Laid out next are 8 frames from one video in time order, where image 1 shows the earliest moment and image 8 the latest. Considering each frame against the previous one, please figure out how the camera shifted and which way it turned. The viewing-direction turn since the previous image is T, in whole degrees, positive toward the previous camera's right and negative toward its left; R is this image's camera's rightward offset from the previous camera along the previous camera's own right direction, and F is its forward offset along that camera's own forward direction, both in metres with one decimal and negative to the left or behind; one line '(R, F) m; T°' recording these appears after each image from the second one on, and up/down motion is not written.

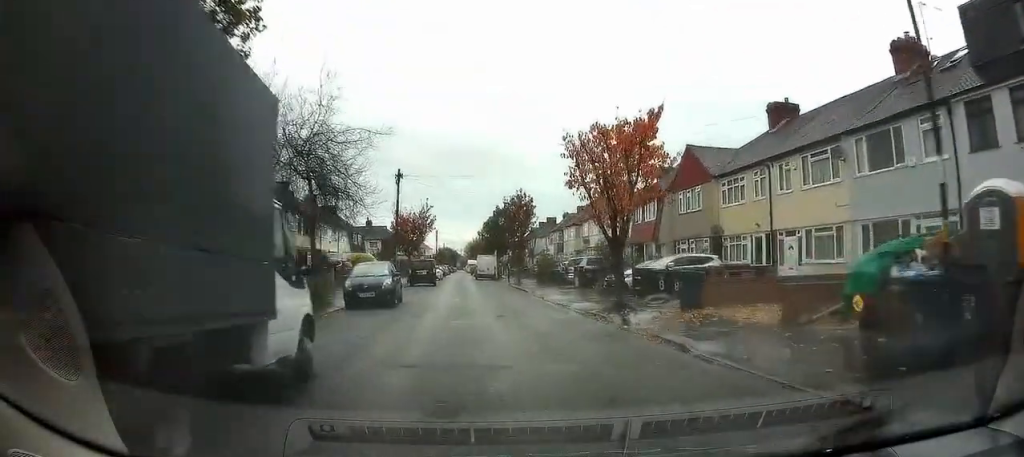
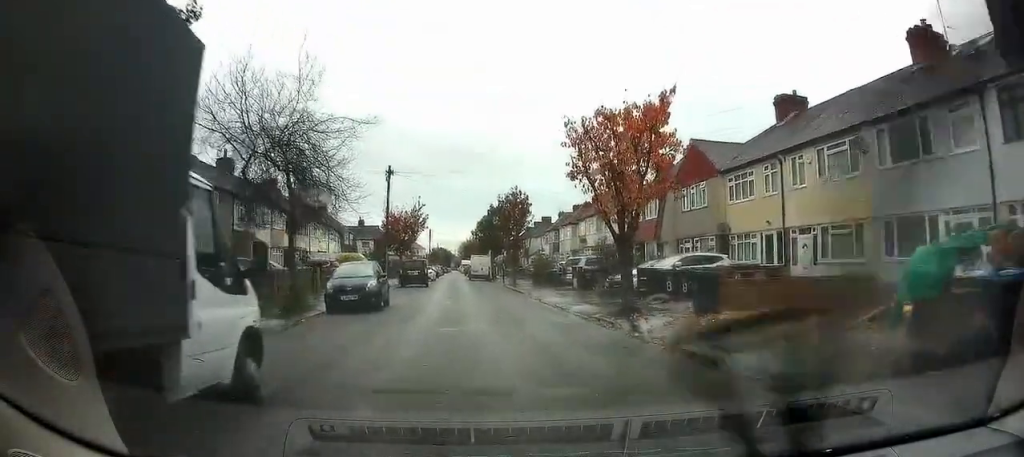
(+0.1, +1.7) m; +2°
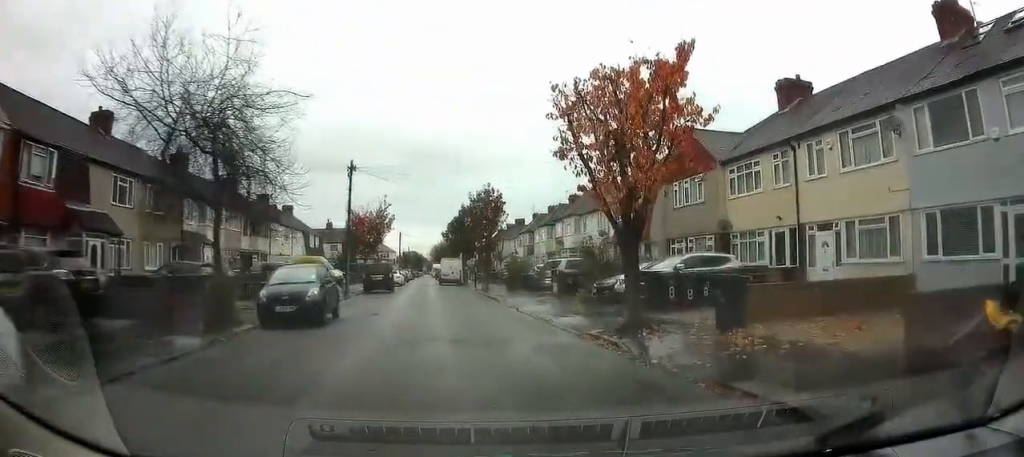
(+0.1, +3.4) m; 0°
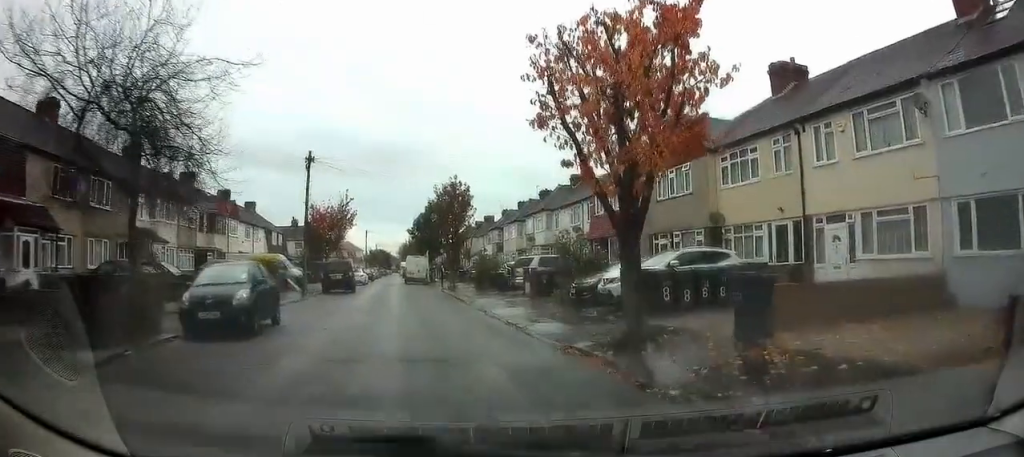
(0.0, +2.5) m; +1°
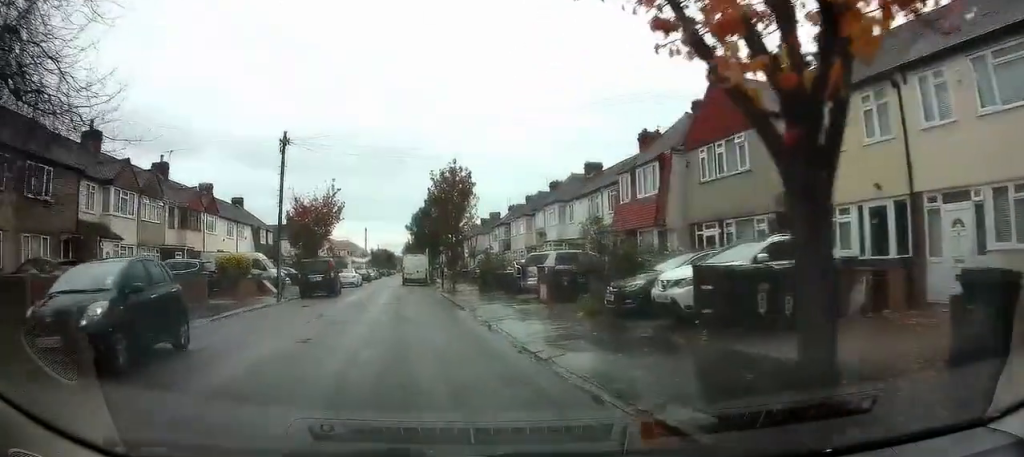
(+0.3, +4.9) m; +1°
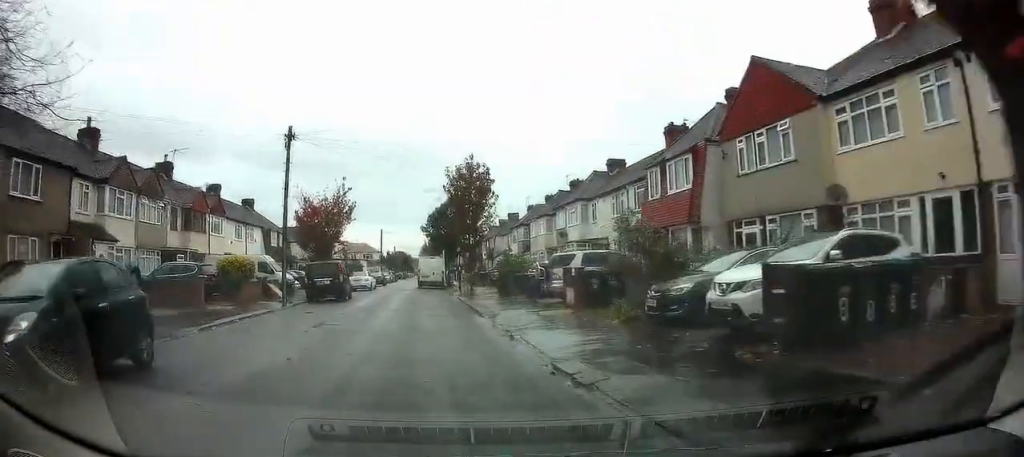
(-0.2, +1.7) m; -4°
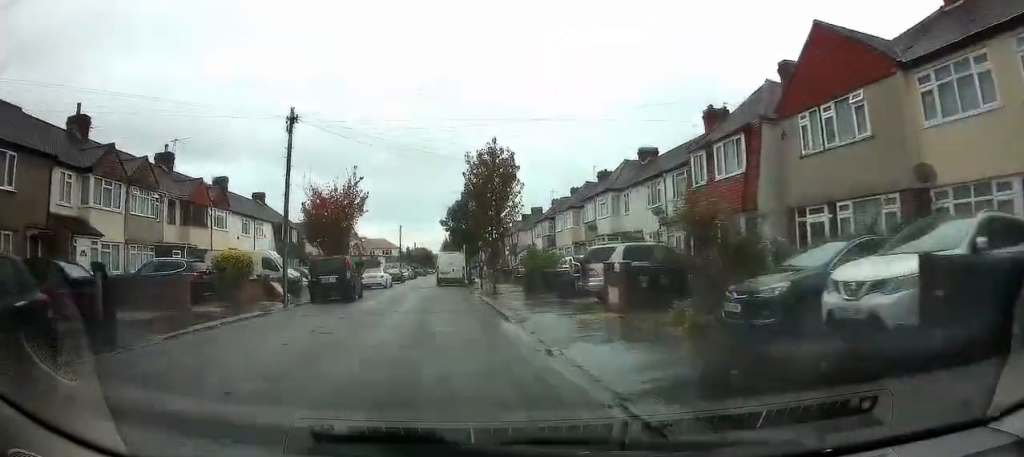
(-0.1, +2.5) m; -4°
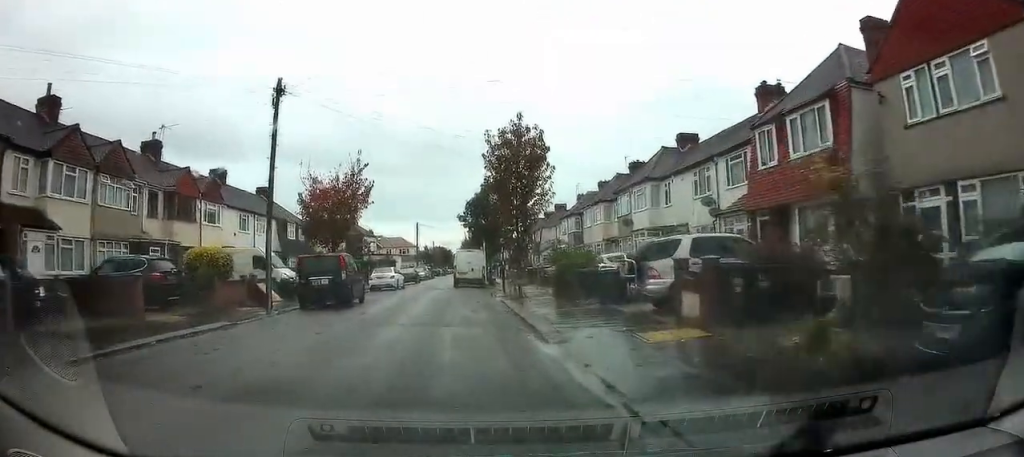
(-0.1, +3.6) m; -2°
